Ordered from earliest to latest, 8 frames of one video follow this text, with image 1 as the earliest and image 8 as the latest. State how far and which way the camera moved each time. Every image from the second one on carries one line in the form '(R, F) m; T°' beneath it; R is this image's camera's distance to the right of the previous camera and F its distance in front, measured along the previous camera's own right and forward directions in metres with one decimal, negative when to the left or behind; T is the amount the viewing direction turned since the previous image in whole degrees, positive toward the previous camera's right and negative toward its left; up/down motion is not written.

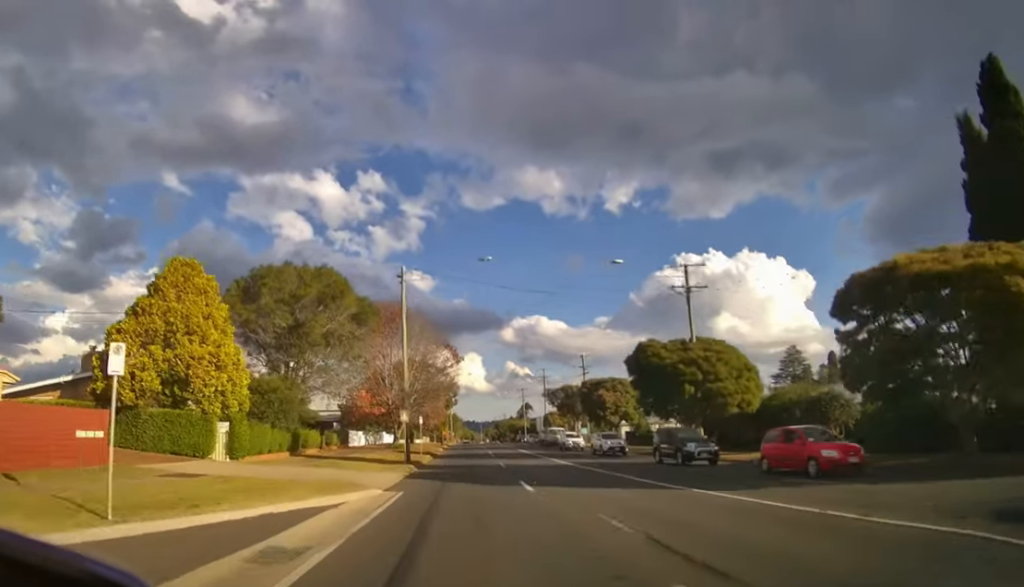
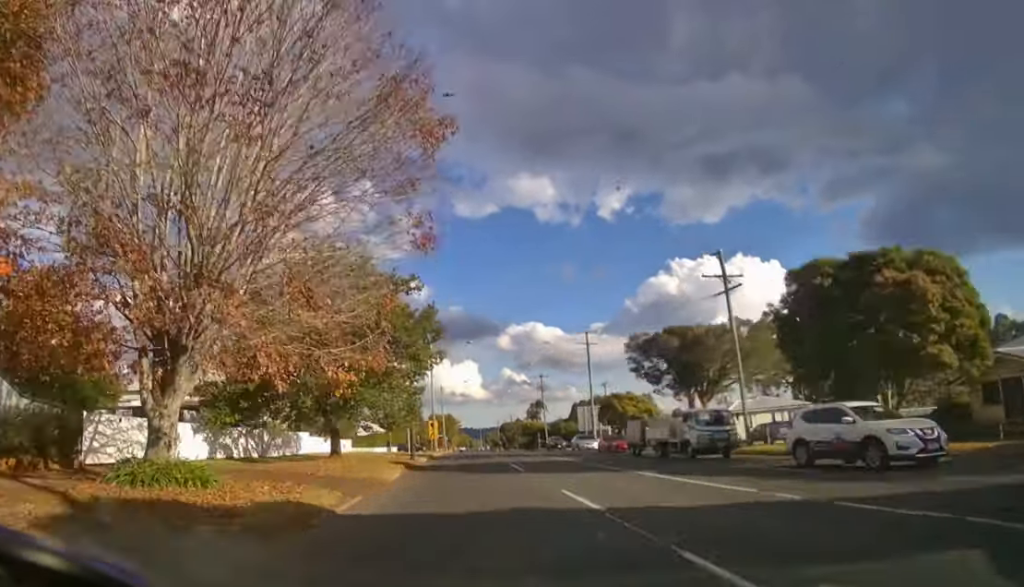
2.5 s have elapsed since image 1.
(-0.3, +33.7) m; 0°
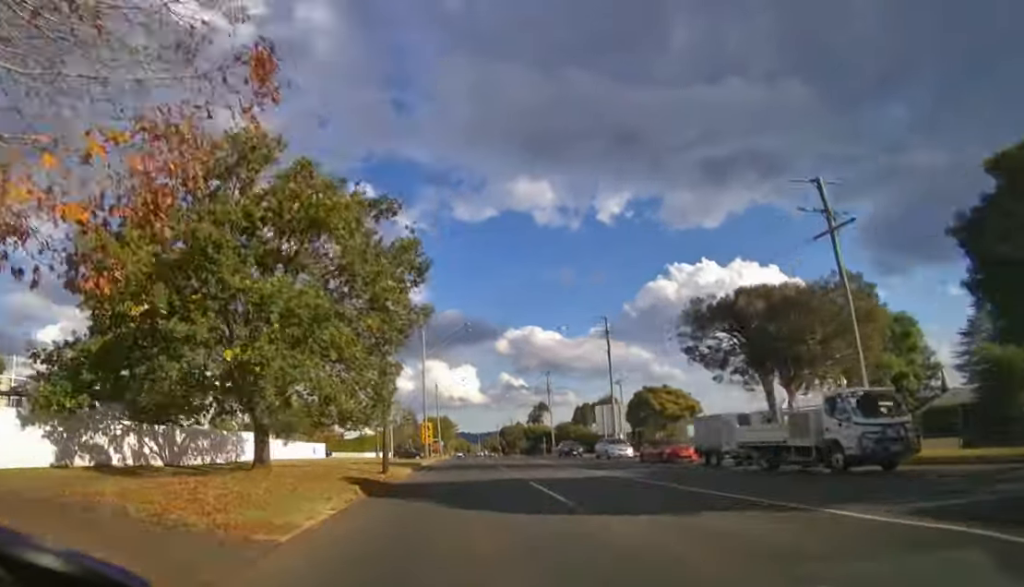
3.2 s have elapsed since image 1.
(0.0, +9.4) m; 0°
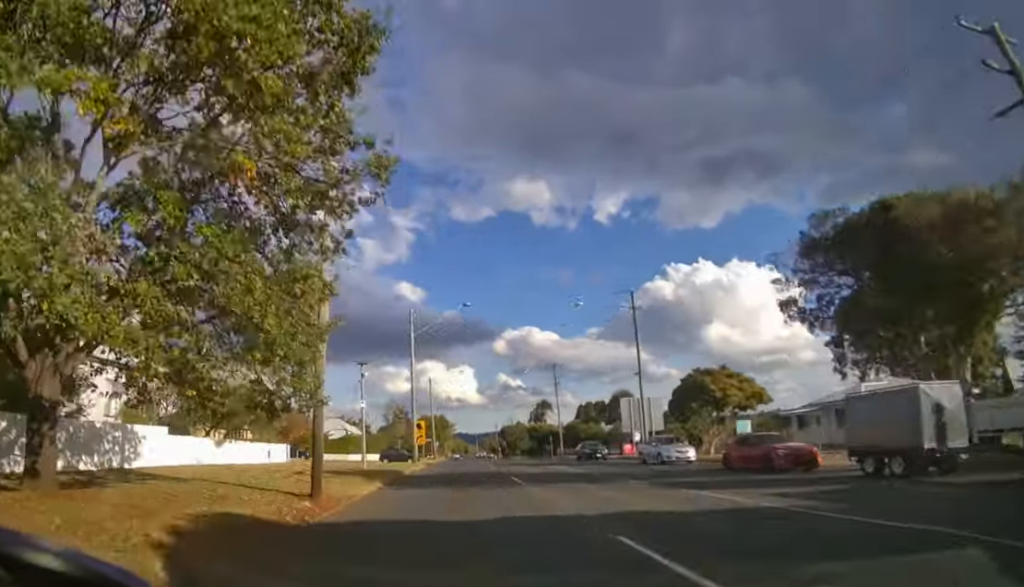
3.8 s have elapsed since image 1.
(0.0, +9.0) m; 0°
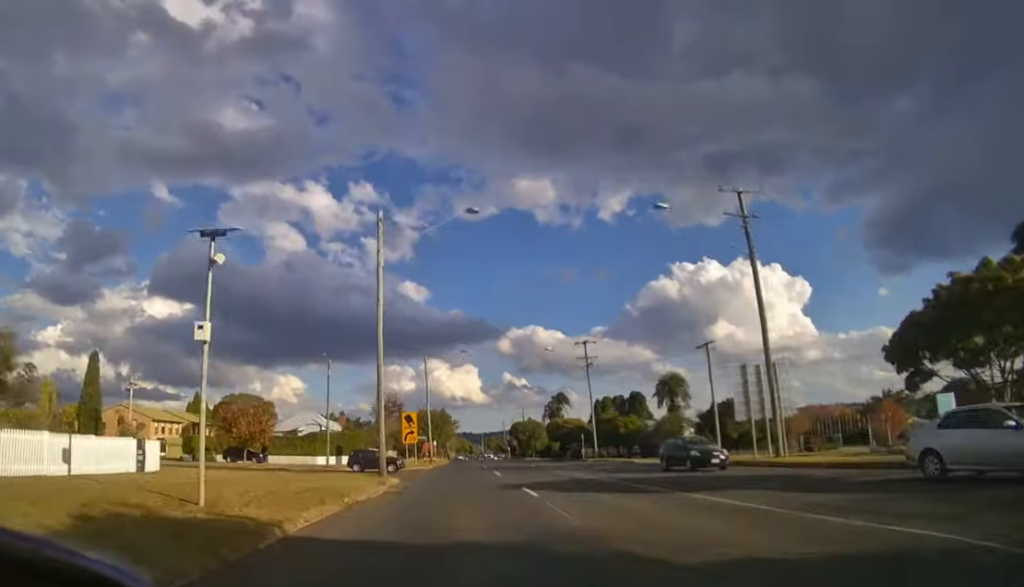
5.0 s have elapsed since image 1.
(+0.1, +17.4) m; 0°
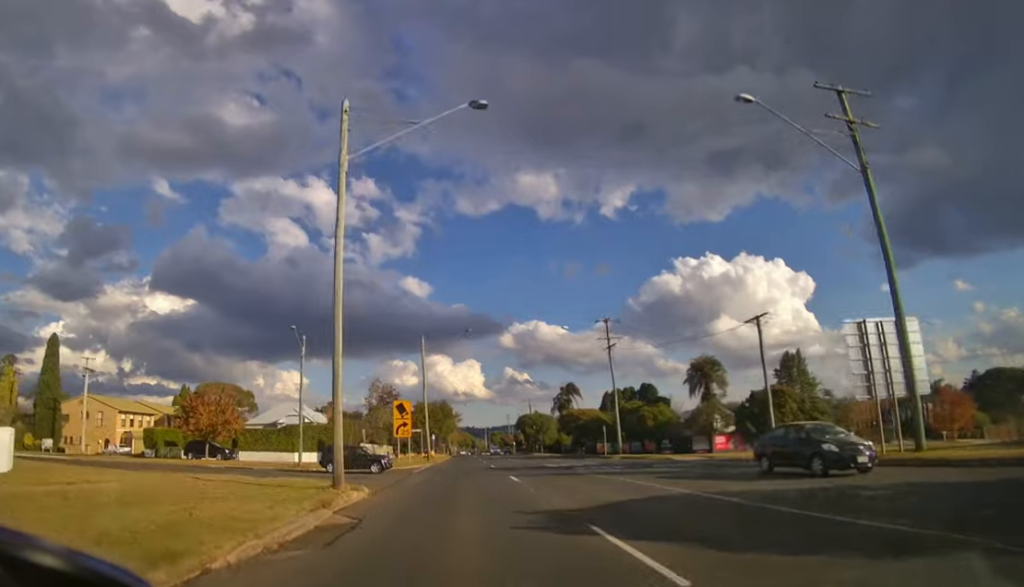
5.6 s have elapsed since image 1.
(0.0, +8.4) m; 0°
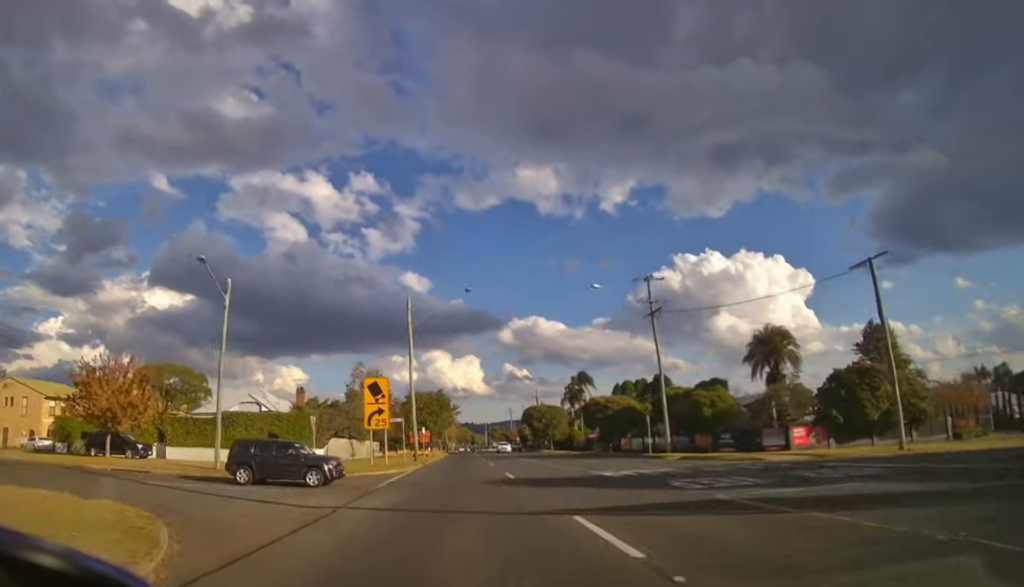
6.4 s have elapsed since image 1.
(-0.1, +12.6) m; 0°
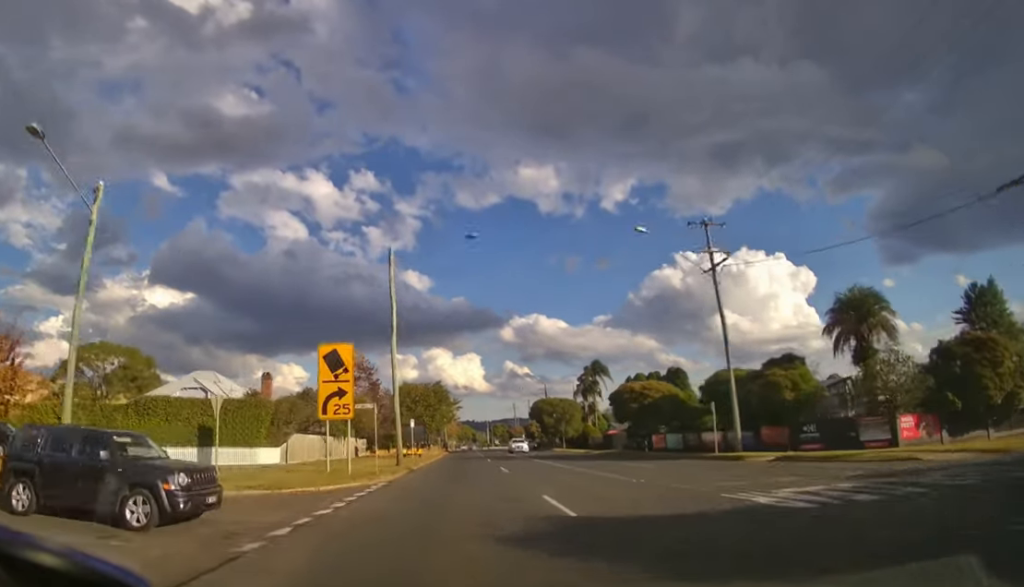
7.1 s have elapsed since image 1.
(0.0, +10.4) m; 0°
